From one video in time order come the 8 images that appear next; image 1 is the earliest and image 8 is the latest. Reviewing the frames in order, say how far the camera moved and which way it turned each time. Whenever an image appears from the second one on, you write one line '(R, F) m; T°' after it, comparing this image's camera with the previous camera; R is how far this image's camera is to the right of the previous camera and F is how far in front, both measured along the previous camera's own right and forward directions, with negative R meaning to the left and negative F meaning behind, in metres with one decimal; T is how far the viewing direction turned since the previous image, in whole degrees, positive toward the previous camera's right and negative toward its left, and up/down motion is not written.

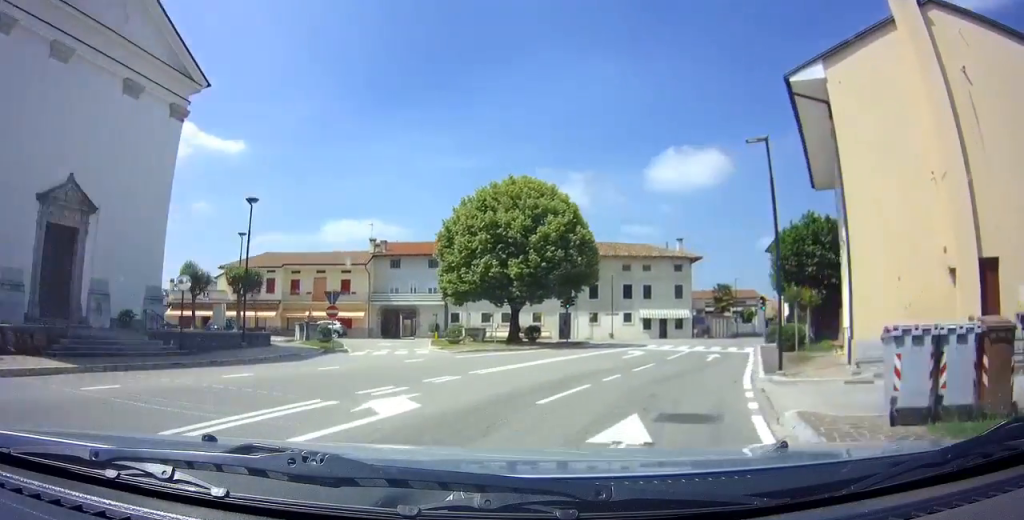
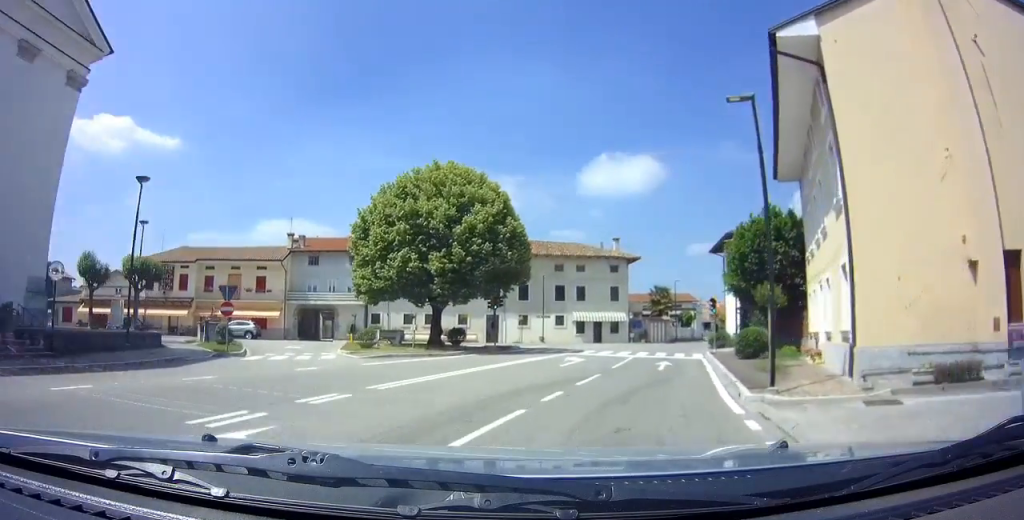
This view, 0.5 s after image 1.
(+0.4, +3.3) m; +7°
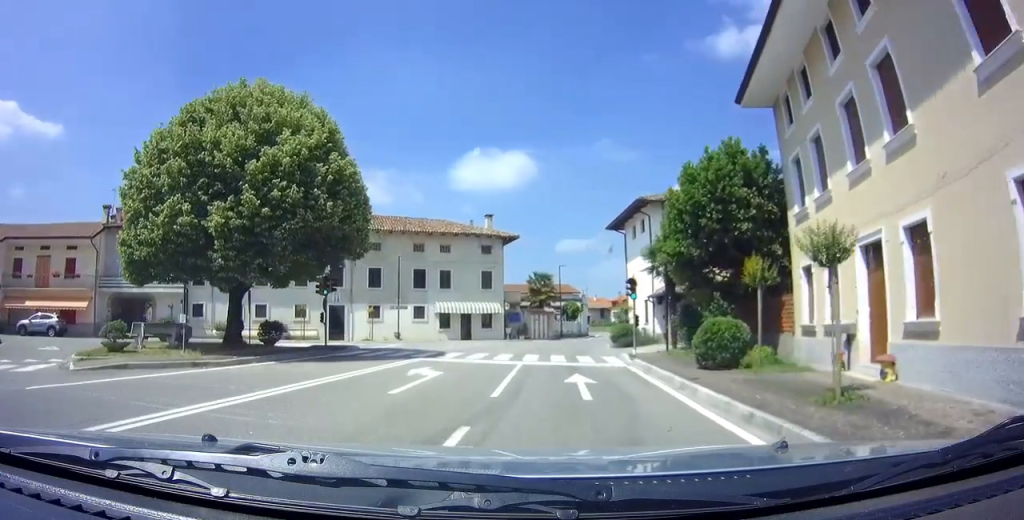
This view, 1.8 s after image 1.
(+1.5, +9.1) m; +17°
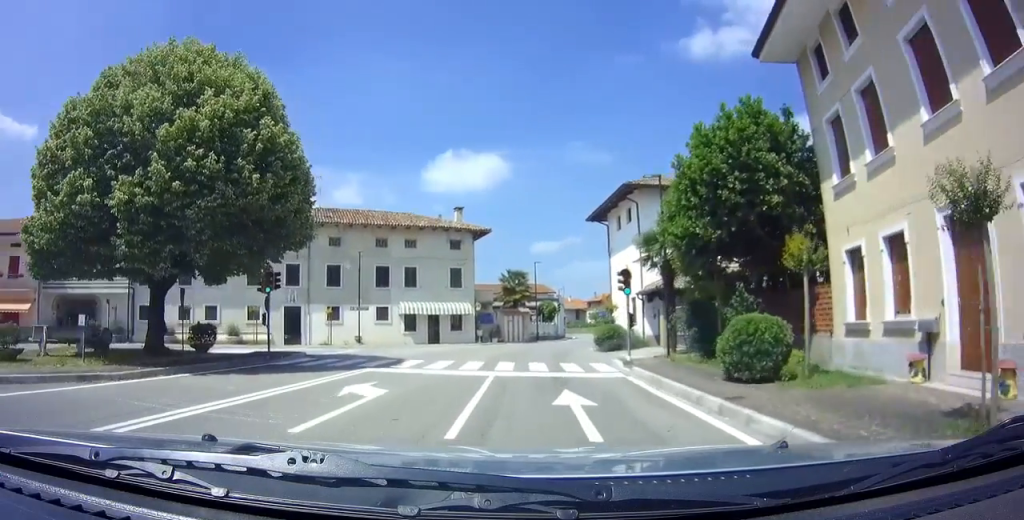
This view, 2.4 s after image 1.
(+0.2, +3.4) m; +3°
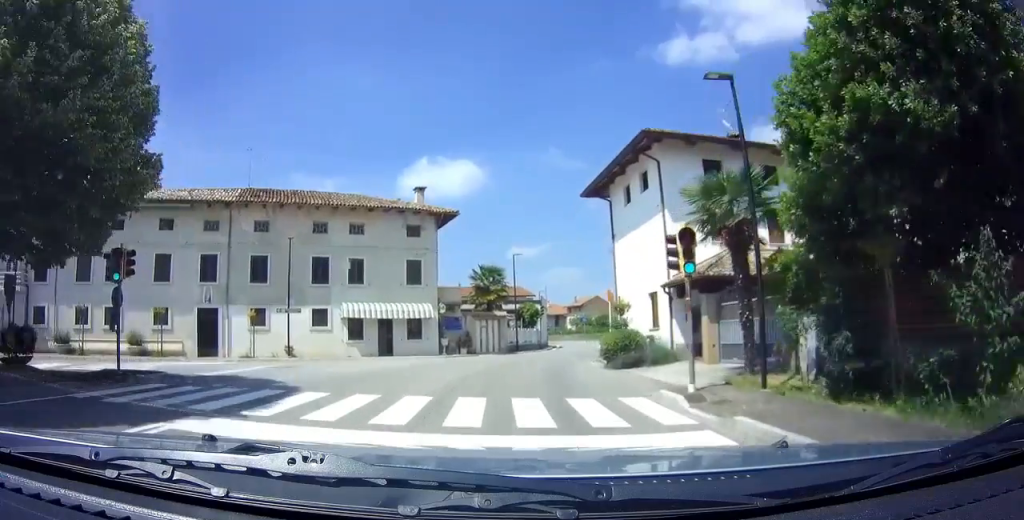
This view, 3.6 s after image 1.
(+0.4, +8.0) m; +4°
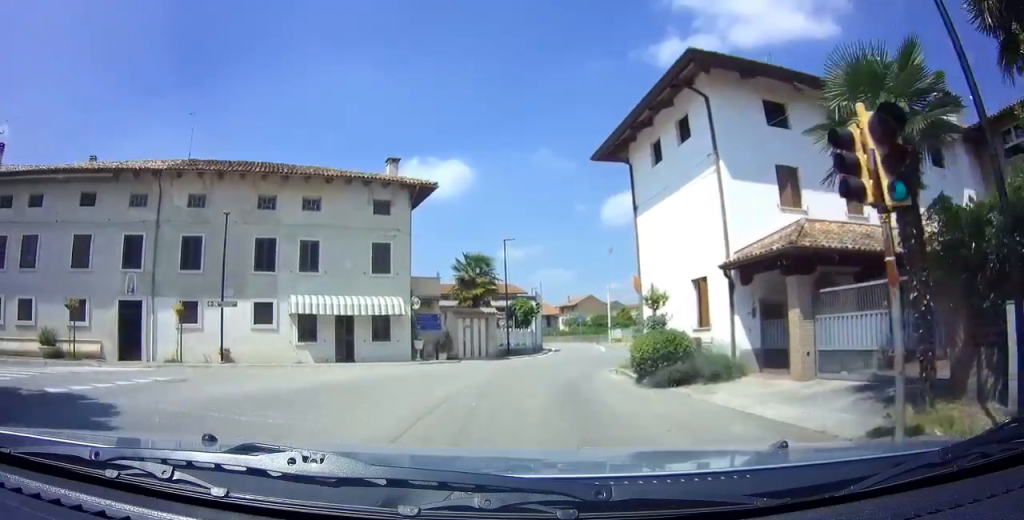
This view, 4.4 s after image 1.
(+0.1, +5.3) m; +2°
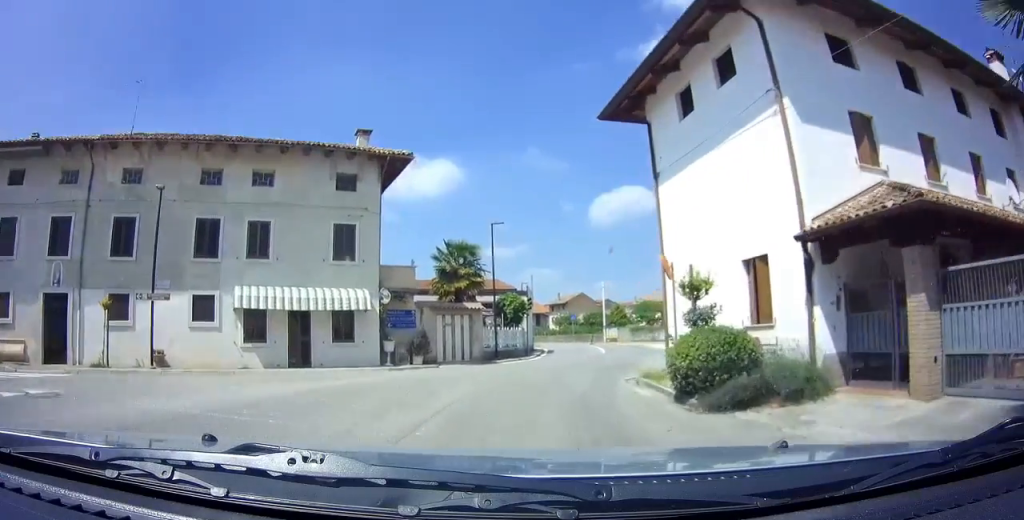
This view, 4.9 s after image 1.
(0.0, +3.8) m; +2°
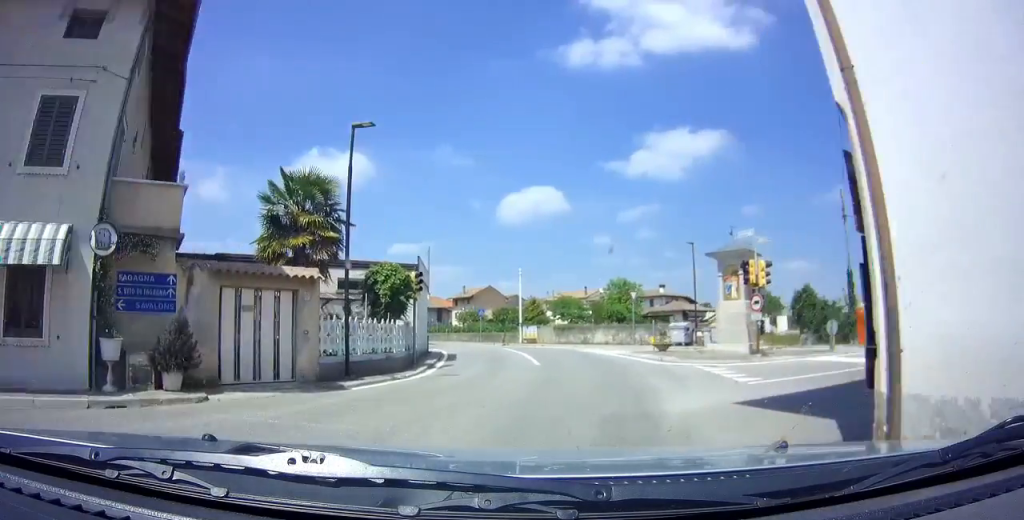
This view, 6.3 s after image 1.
(+1.2, +10.9) m; +12°
